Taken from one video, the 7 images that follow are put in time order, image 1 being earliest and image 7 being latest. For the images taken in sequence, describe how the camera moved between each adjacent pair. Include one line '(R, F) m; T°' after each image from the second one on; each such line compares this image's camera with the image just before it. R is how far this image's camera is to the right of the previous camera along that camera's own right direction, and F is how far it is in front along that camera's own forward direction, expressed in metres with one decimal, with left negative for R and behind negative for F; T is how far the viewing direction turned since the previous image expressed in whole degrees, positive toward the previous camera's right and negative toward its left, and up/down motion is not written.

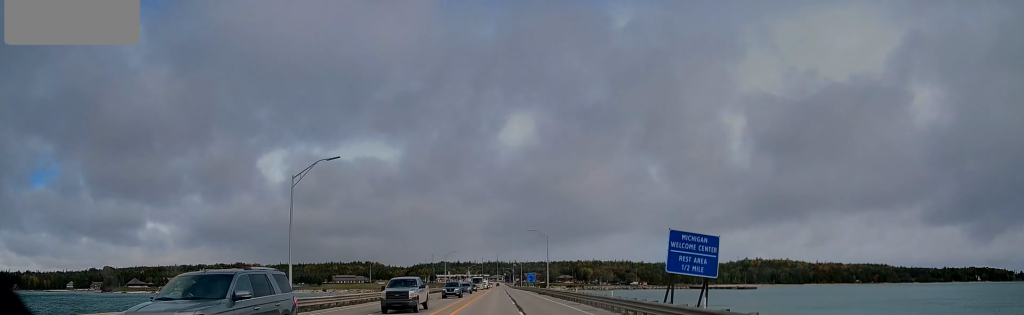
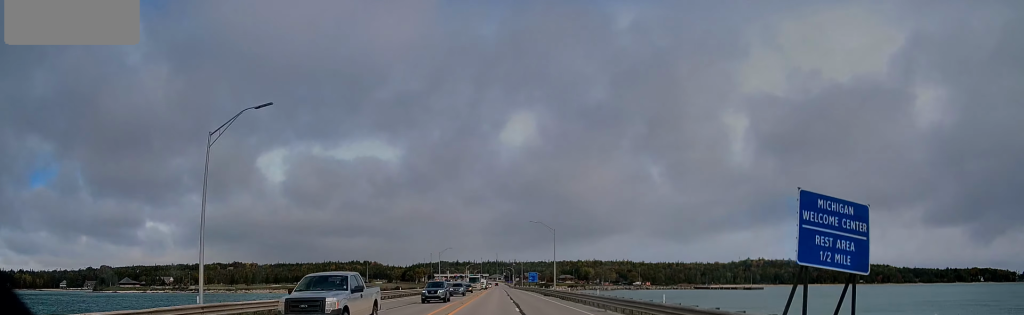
(-0.1, +11.0) m; 0°
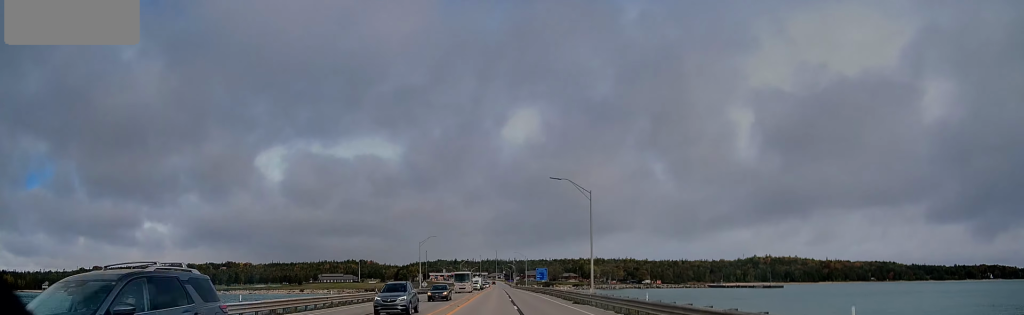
(0.0, +26.4) m; +1°
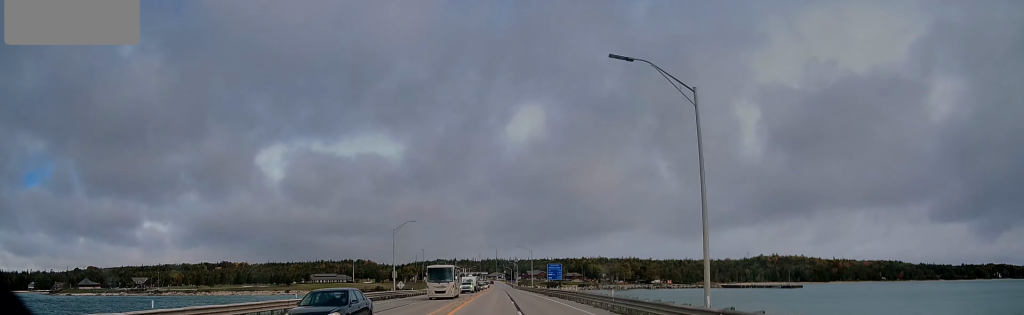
(+0.2, +20.1) m; +1°
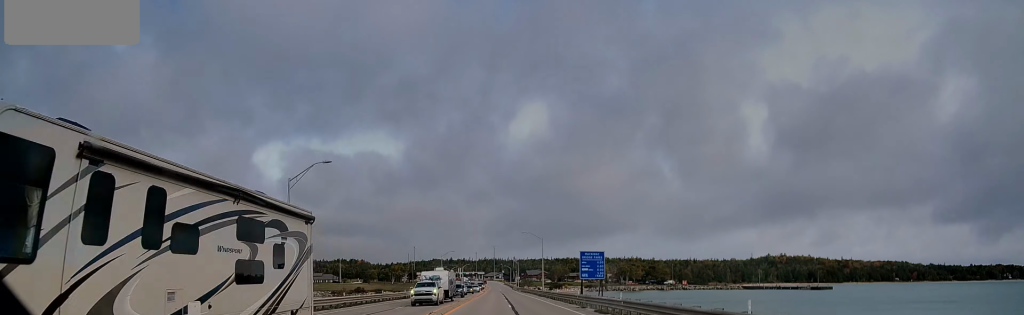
(+0.3, +31.2) m; +1°
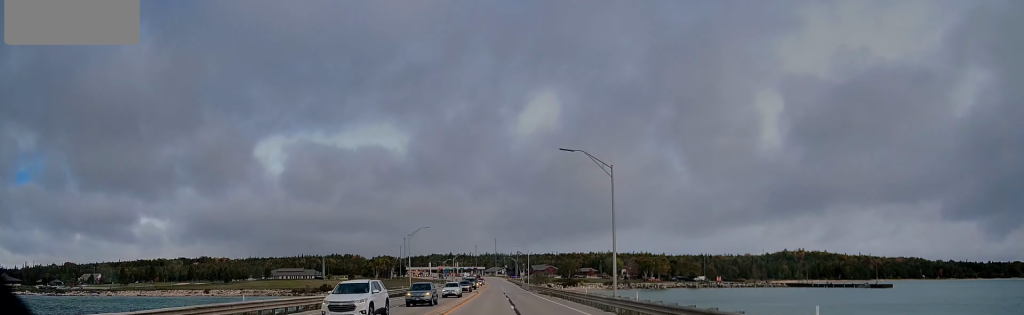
(-0.3, +48.4) m; 0°
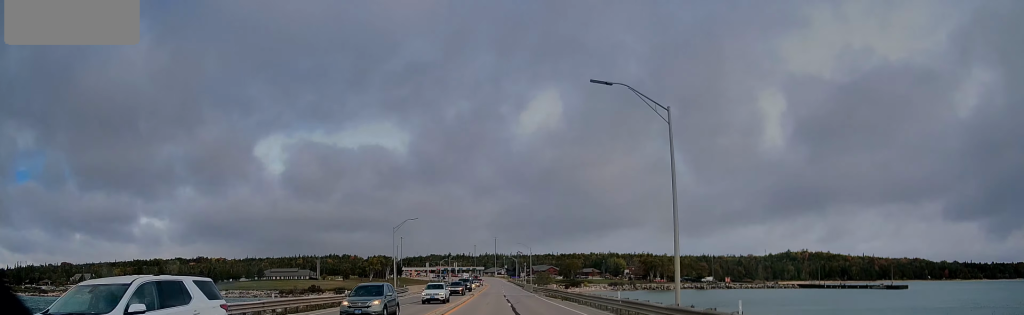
(0.0, +11.2) m; 0°
